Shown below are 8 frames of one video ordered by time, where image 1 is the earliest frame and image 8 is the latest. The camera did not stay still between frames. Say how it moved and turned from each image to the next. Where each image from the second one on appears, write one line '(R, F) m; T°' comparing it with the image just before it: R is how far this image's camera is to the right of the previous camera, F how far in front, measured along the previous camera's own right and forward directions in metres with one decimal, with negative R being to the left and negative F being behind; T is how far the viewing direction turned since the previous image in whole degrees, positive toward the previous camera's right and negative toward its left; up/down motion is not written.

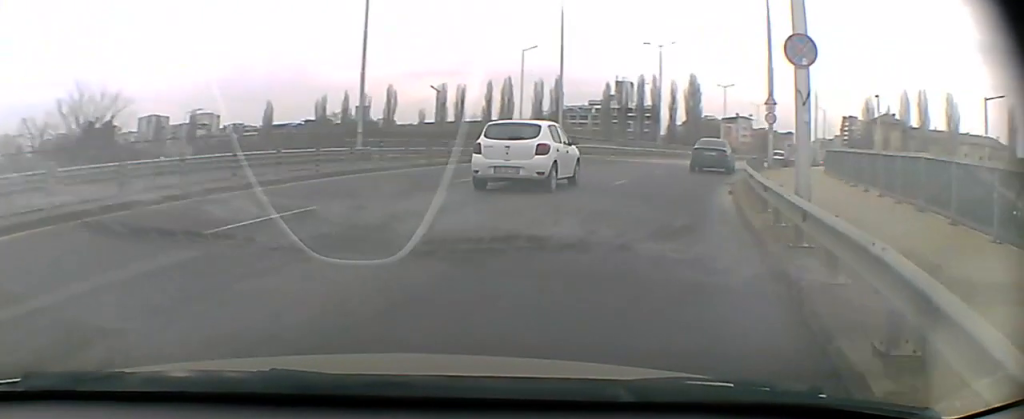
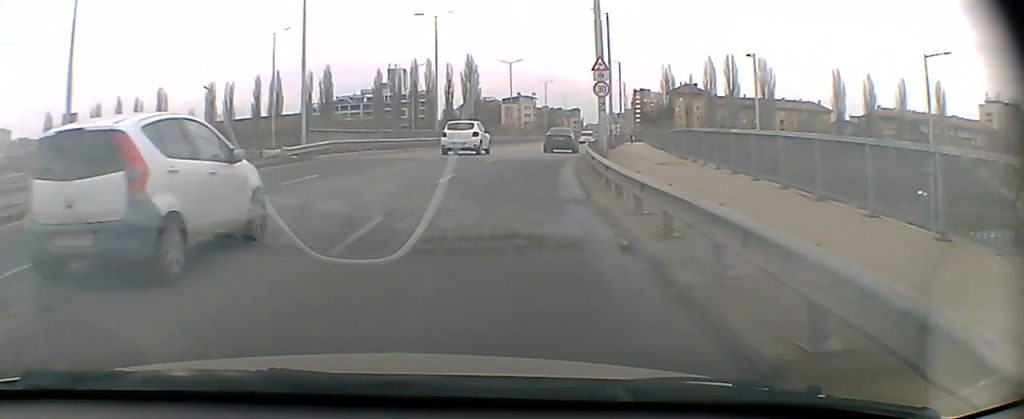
(+1.6, +10.9) m; +13°
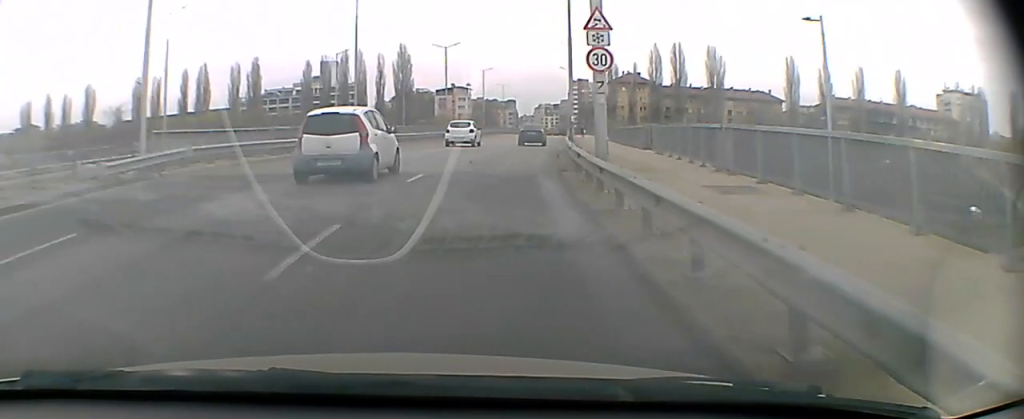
(+0.7, +10.8) m; +6°
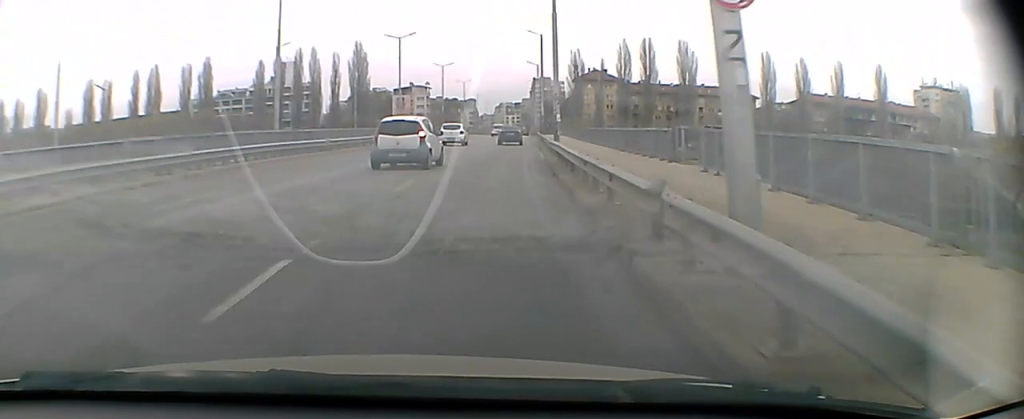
(+0.4, +10.3) m; +2°
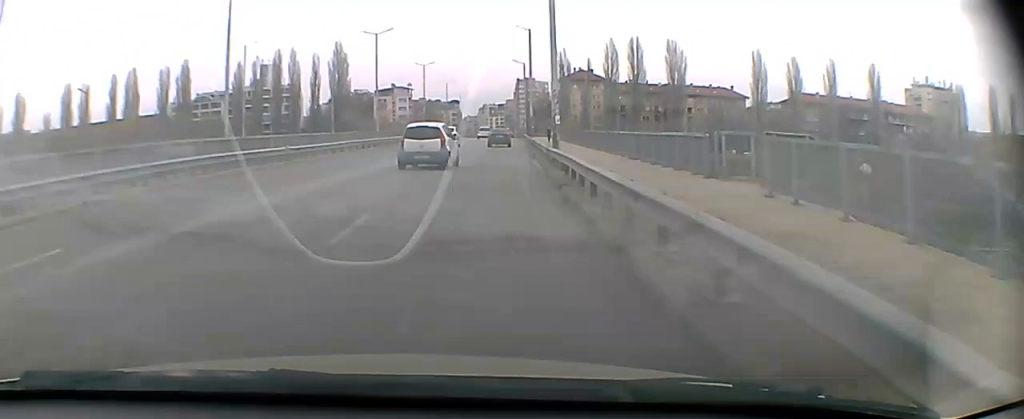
(0.0, +5.6) m; 0°
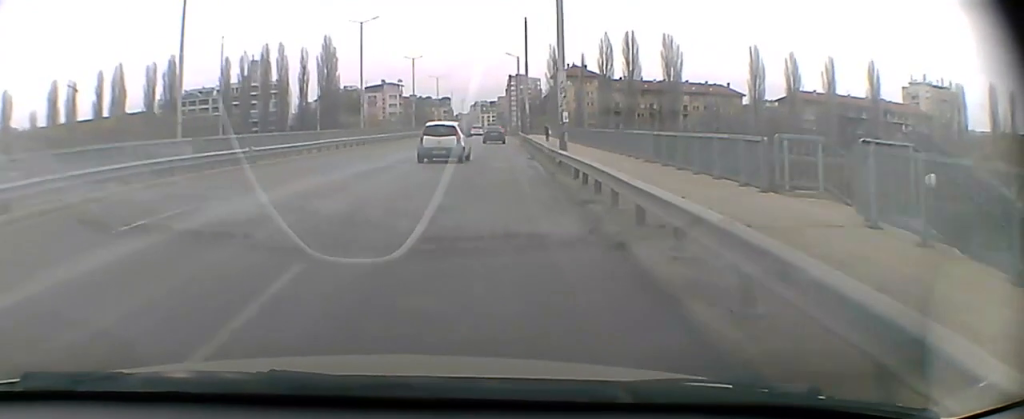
(0.0, +4.7) m; 0°
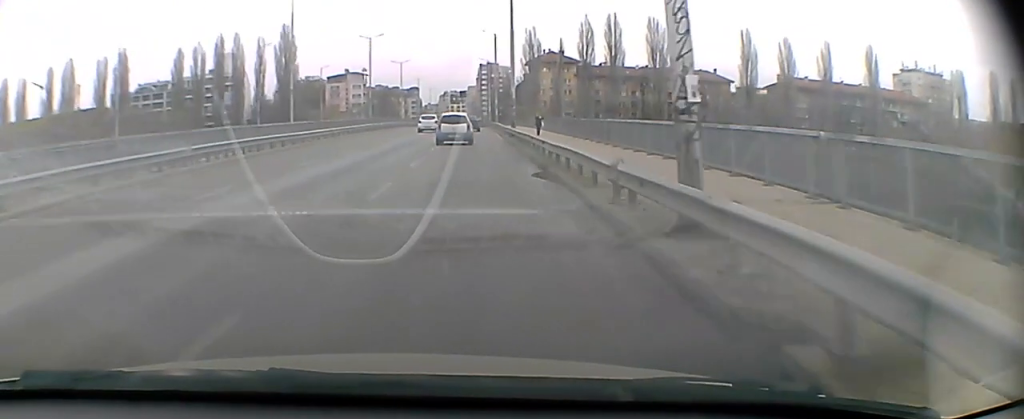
(+0.2, +16.2) m; +2°
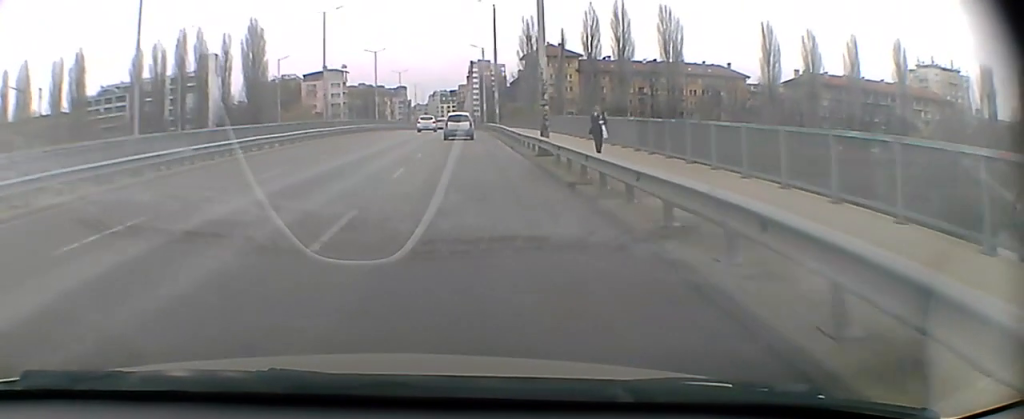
(+0.4, +21.3) m; +1°
